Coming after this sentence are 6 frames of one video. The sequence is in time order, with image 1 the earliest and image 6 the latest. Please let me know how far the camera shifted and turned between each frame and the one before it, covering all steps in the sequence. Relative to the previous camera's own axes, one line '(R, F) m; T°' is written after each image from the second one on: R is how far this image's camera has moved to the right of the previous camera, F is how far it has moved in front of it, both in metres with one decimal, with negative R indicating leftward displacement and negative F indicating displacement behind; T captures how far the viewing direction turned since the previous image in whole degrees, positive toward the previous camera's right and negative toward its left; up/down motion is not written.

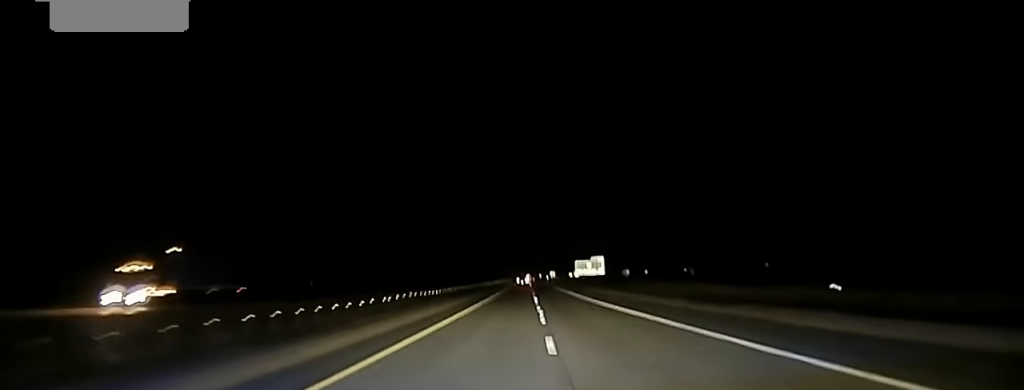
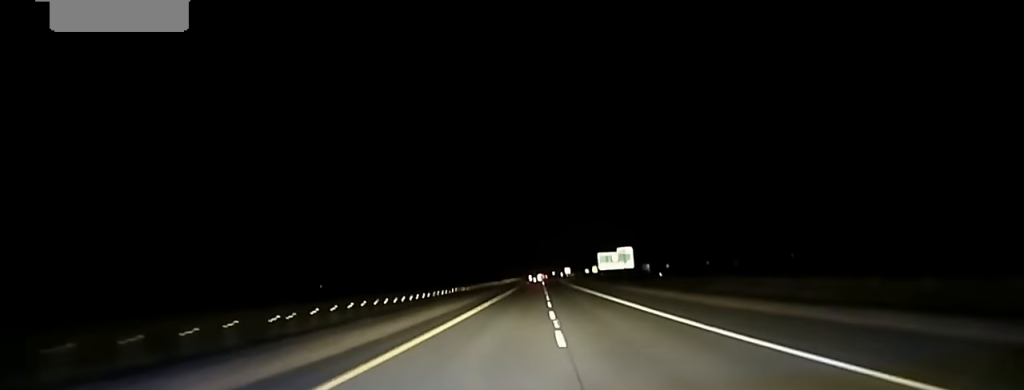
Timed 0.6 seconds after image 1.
(-0.3, +36.8) m; -1°
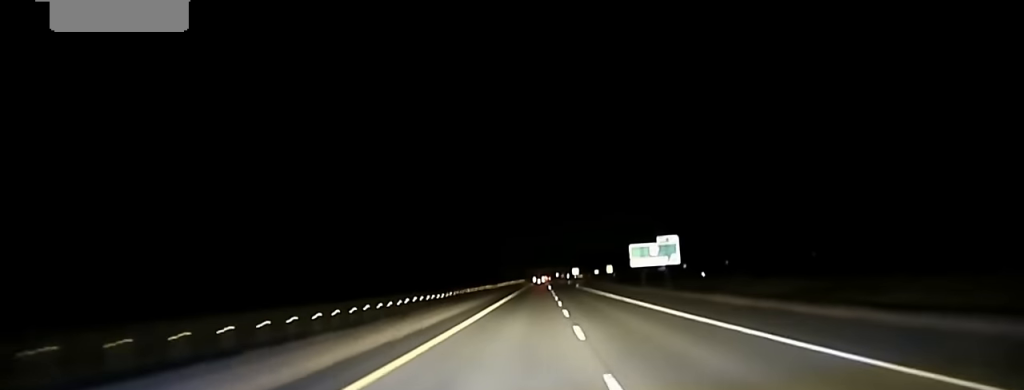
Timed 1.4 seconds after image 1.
(0.0, +43.7) m; 0°
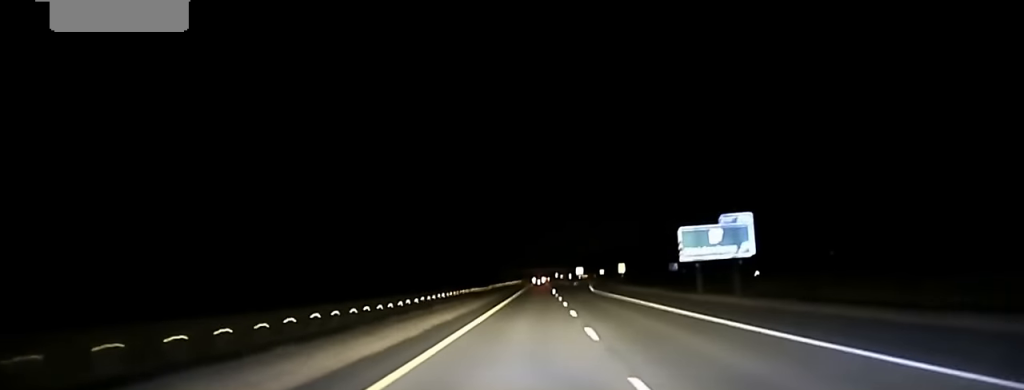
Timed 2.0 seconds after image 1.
(-0.3, +37.1) m; 0°
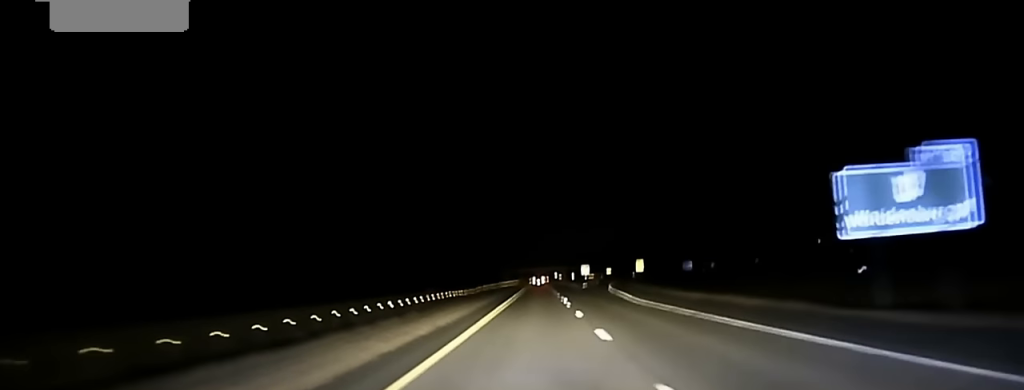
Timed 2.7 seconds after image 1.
(+0.1, +38.1) m; 0°
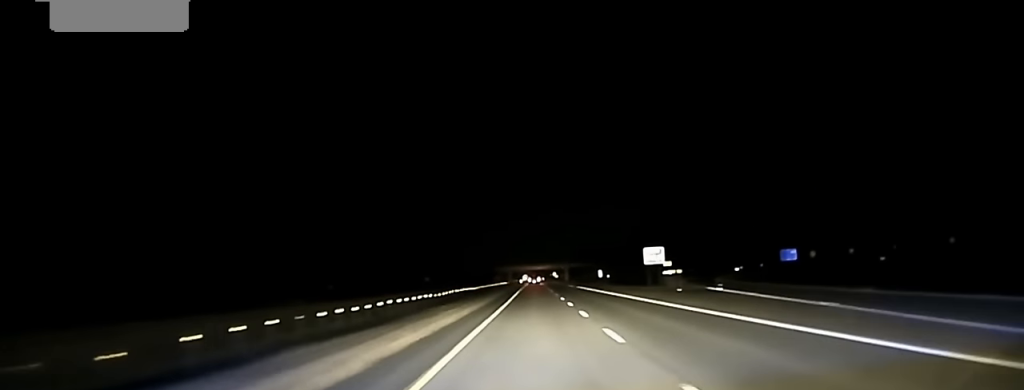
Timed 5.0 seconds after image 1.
(+1.1, +134.8) m; 0°
